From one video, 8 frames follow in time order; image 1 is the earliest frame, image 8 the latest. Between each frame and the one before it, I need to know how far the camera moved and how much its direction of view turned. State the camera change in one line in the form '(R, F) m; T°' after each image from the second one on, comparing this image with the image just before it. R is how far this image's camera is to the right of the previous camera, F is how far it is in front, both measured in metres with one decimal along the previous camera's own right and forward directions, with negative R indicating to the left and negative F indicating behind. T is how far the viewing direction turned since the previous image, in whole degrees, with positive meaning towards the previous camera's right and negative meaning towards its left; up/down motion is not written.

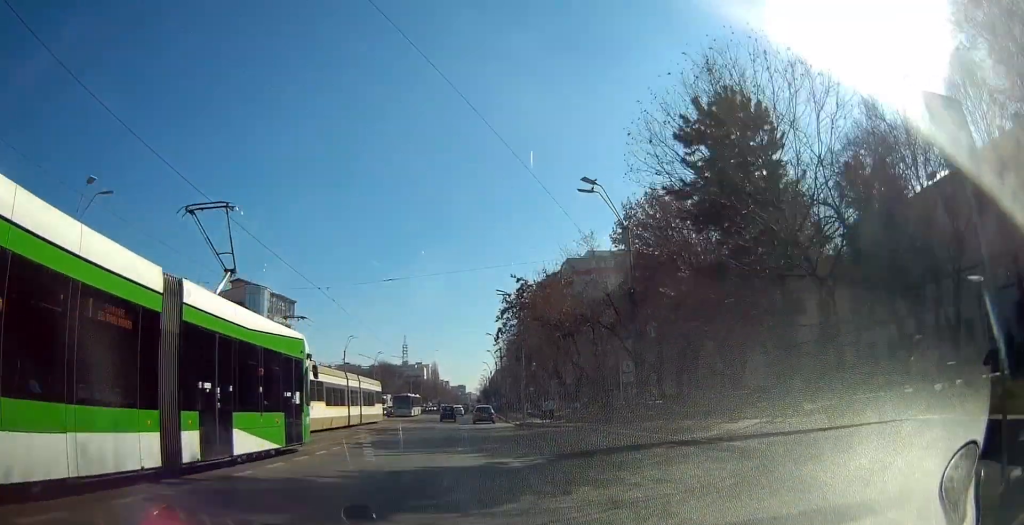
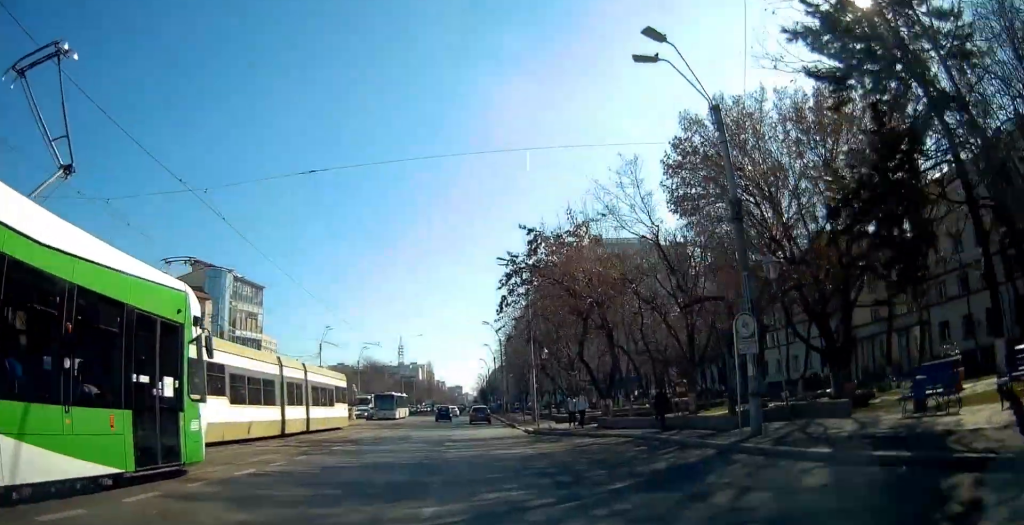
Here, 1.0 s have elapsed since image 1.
(-0.1, +11.4) m; 0°
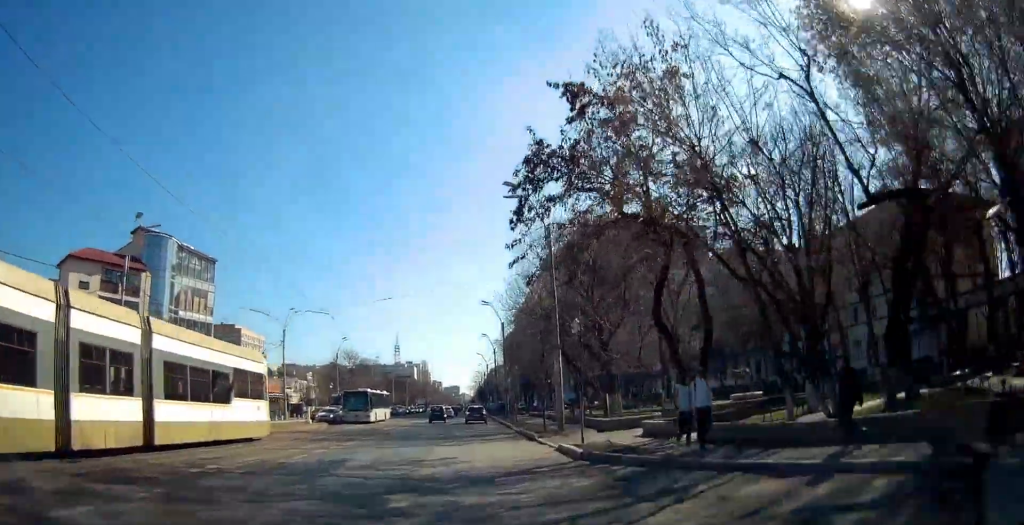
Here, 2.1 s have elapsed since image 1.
(+0.1, +13.6) m; 0°
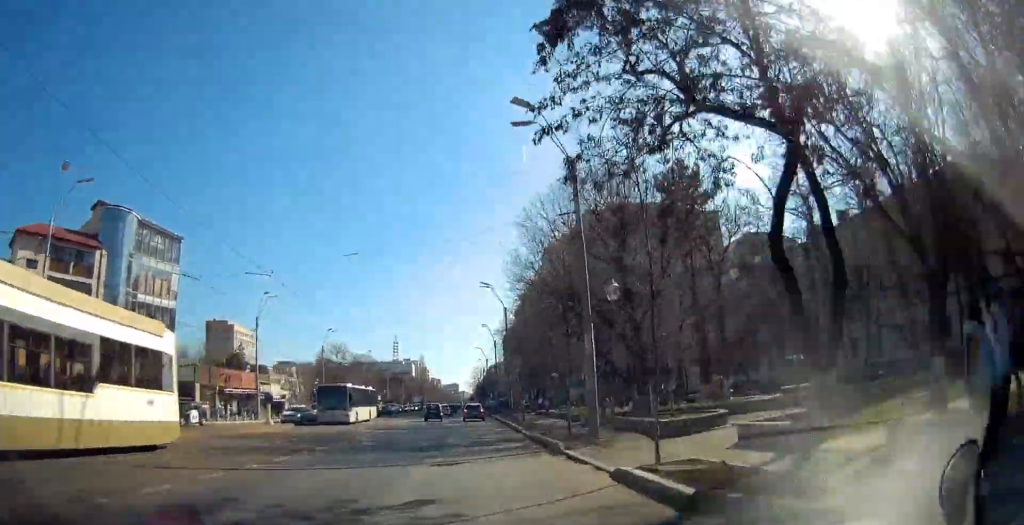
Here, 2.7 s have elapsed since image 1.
(0.0, +7.6) m; 0°
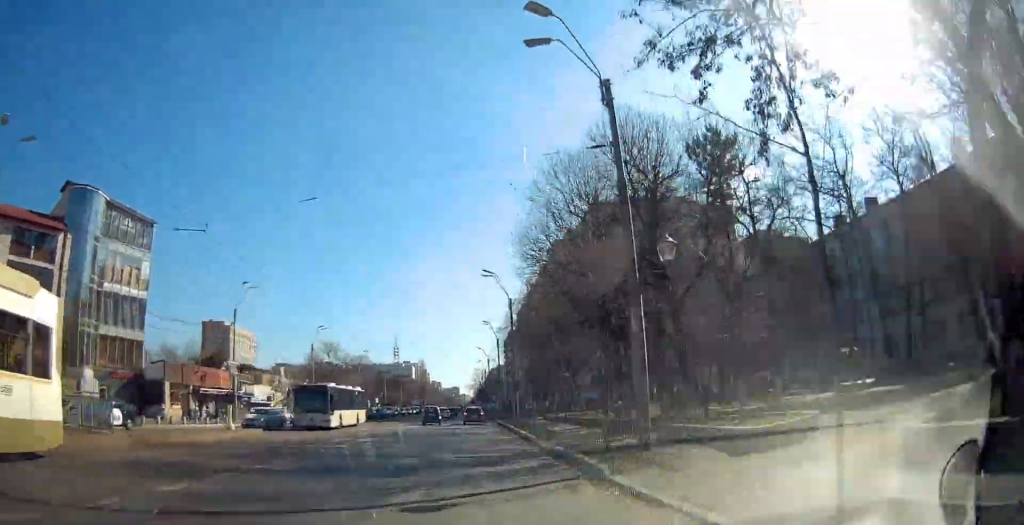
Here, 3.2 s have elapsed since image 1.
(-0.1, +5.6) m; 0°
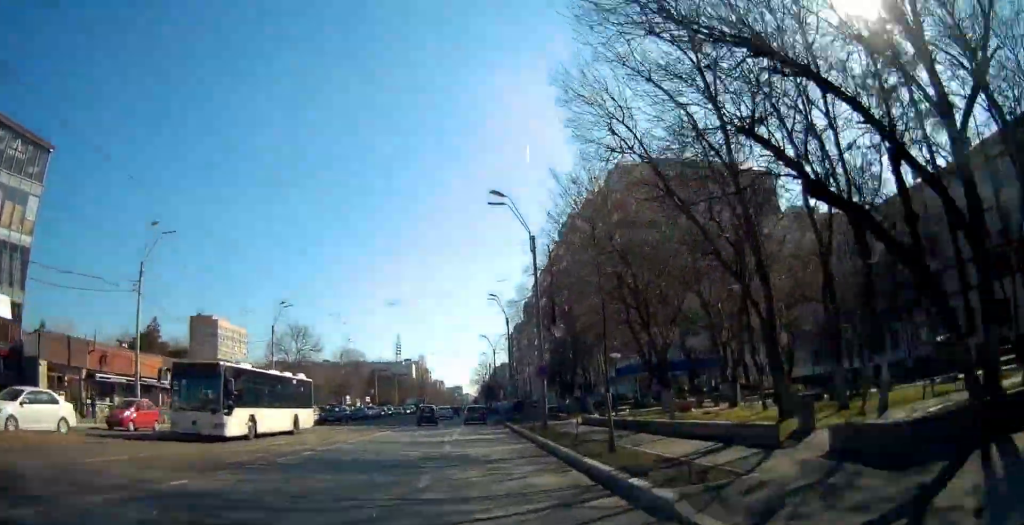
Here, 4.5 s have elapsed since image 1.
(+0.4, +15.4) m; +3°
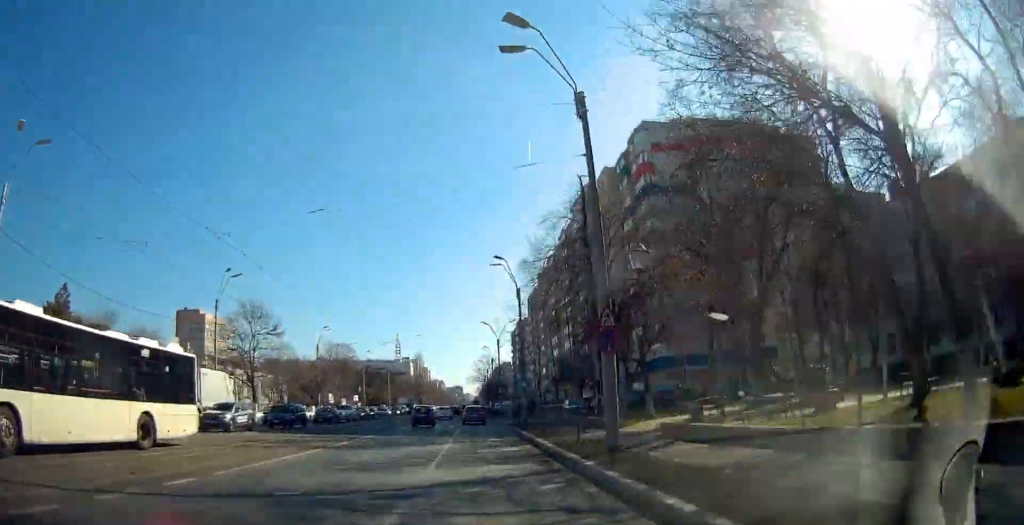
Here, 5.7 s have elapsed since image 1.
(+0.2, +13.6) m; 0°
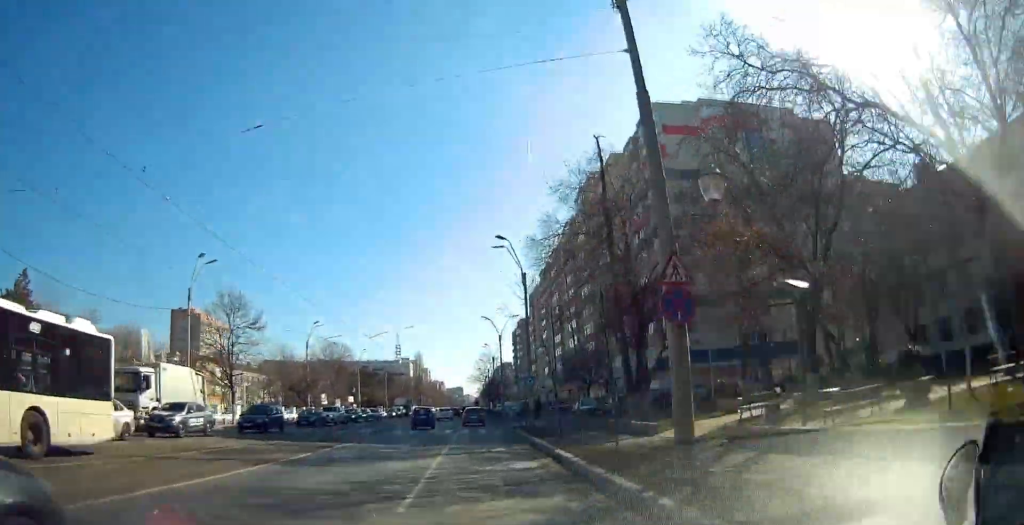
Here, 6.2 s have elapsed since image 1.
(-0.1, +4.8) m; 0°
